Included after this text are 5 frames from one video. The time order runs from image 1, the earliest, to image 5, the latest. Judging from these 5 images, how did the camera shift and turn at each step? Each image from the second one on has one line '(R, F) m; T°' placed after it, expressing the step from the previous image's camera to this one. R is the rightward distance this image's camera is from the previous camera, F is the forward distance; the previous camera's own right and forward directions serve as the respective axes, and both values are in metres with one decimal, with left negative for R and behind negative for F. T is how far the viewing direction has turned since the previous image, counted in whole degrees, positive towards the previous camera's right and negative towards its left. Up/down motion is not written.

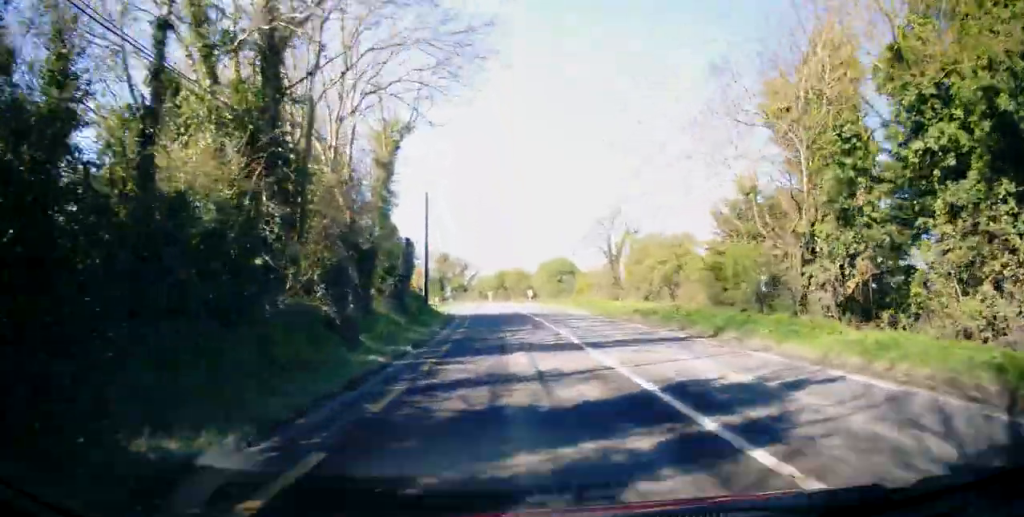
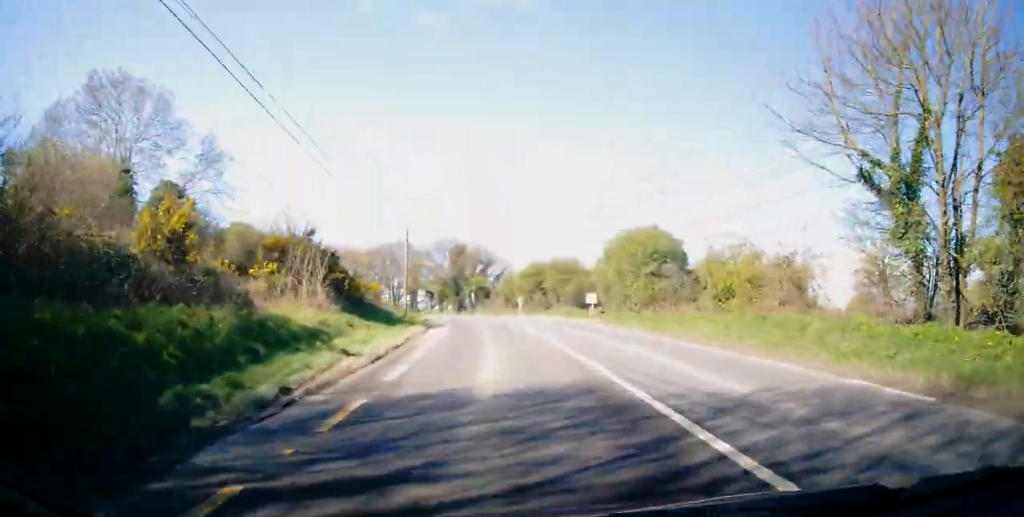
(0.0, +33.0) m; -3°
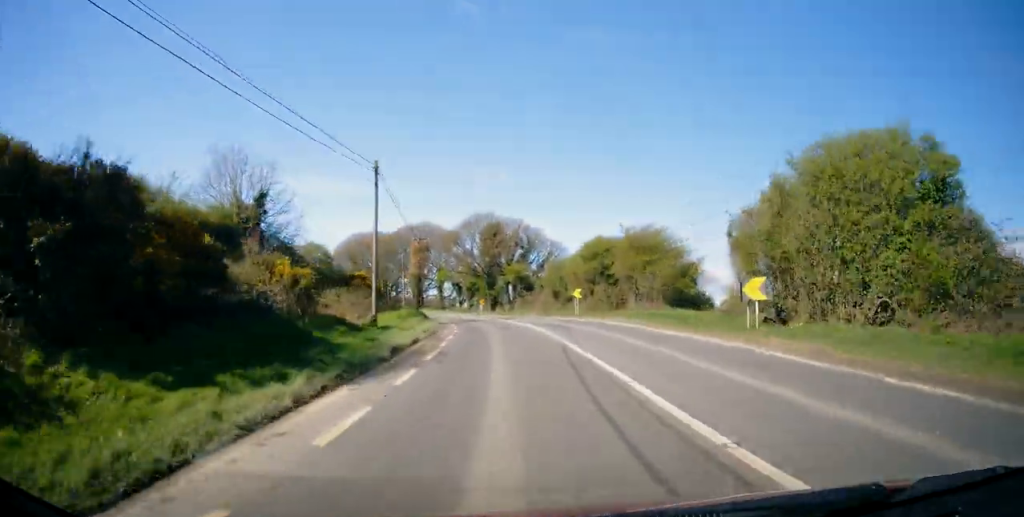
(-0.8, +20.4) m; -4°
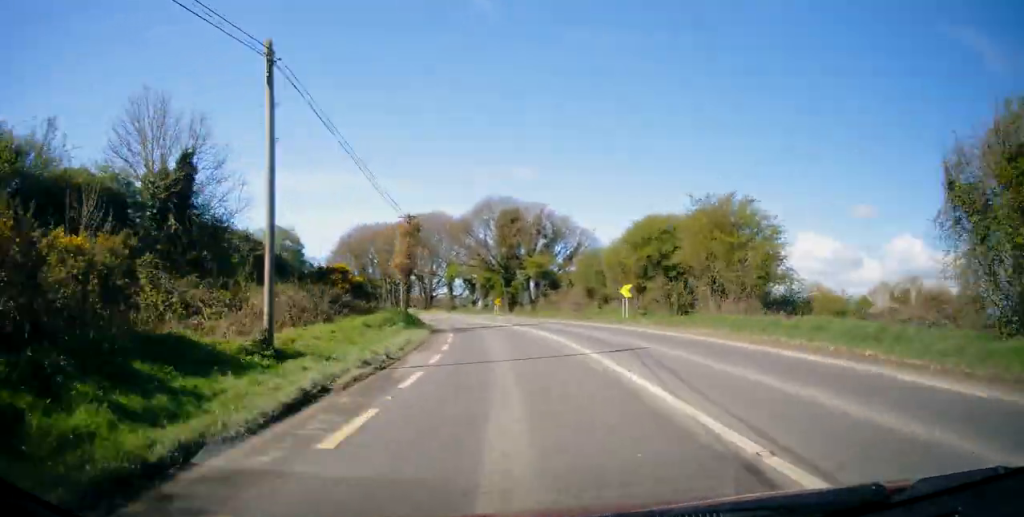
(-0.4, +12.1) m; -2°
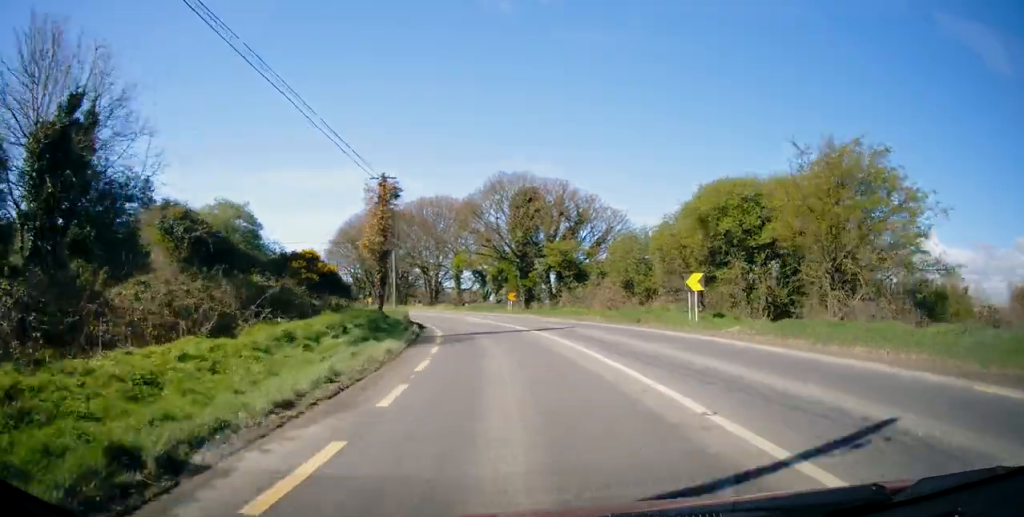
(-0.1, +9.8) m; -1°
